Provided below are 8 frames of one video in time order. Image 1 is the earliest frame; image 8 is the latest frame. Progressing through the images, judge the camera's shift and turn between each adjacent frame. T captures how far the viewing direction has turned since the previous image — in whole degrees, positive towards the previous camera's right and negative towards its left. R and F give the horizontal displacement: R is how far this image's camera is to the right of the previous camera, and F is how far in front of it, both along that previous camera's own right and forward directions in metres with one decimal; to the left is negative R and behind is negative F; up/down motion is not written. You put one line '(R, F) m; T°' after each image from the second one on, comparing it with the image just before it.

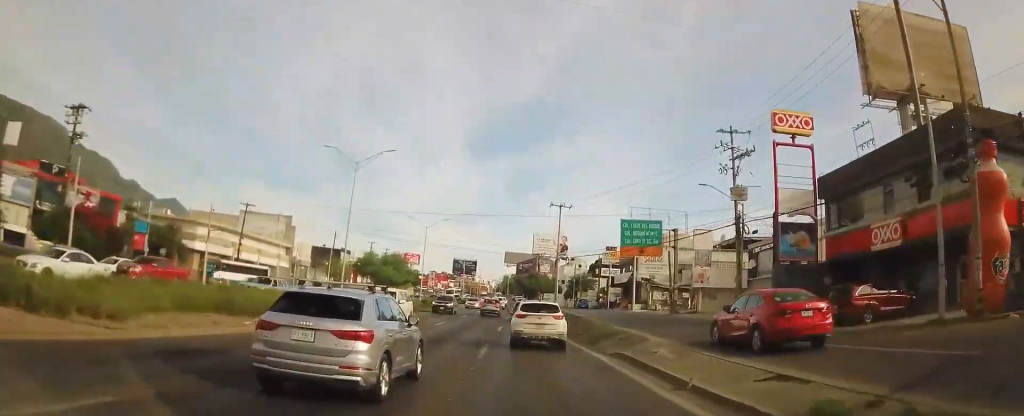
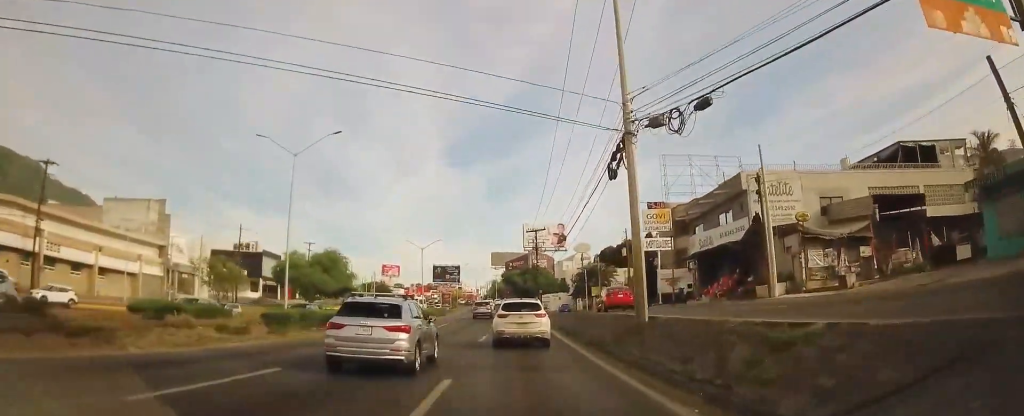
(-1.6, +39.0) m; -2°
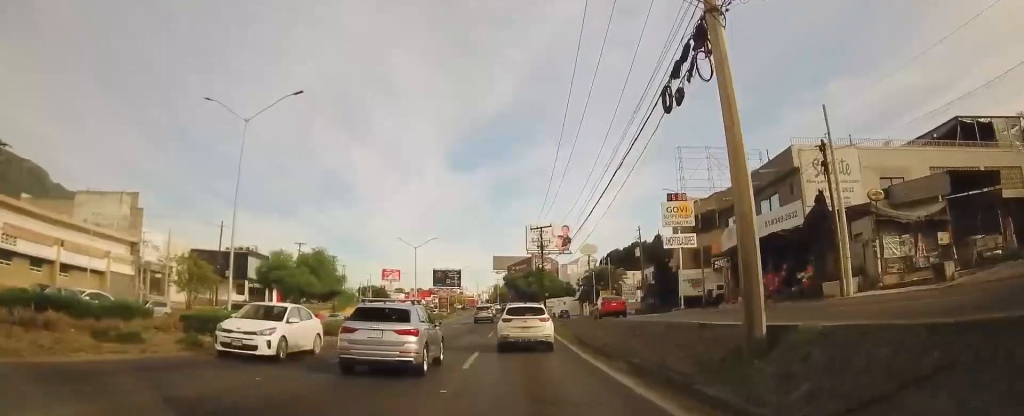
(+0.1, +6.9) m; 0°
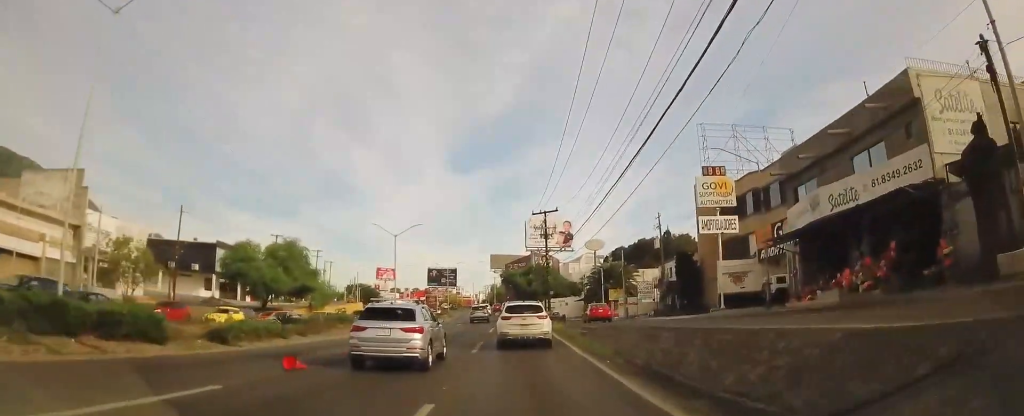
(+0.1, +10.6) m; +1°
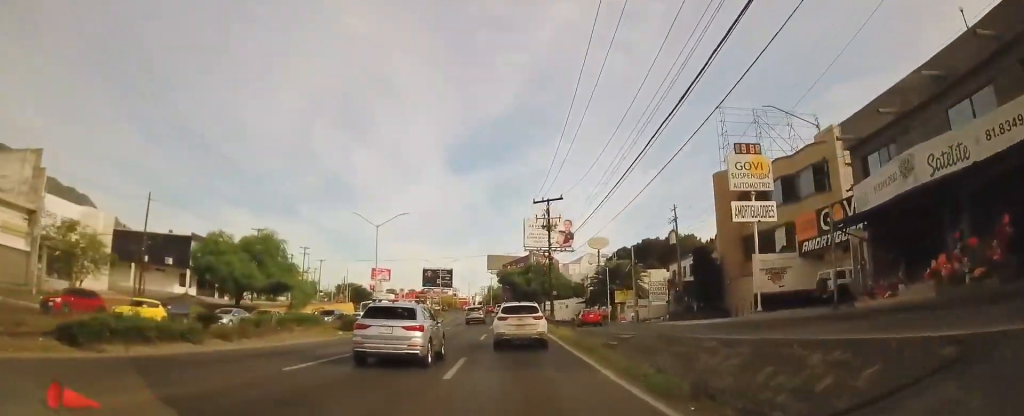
(0.0, +6.8) m; 0°
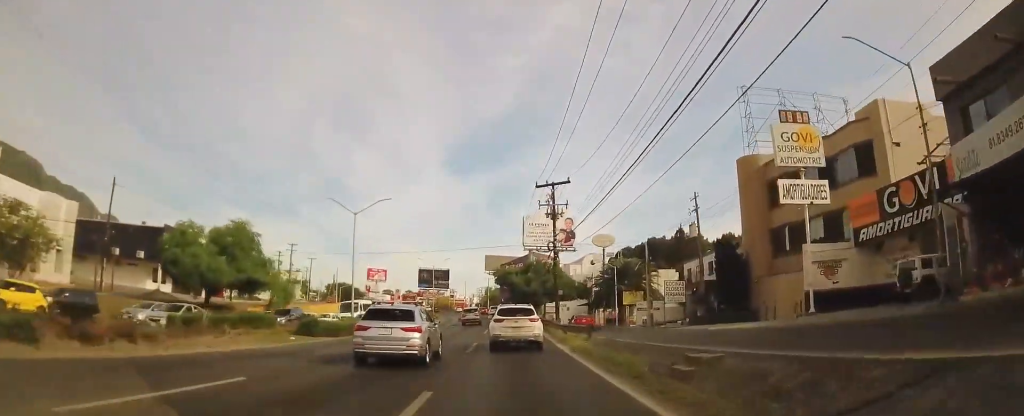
(0.0, +6.6) m; 0°
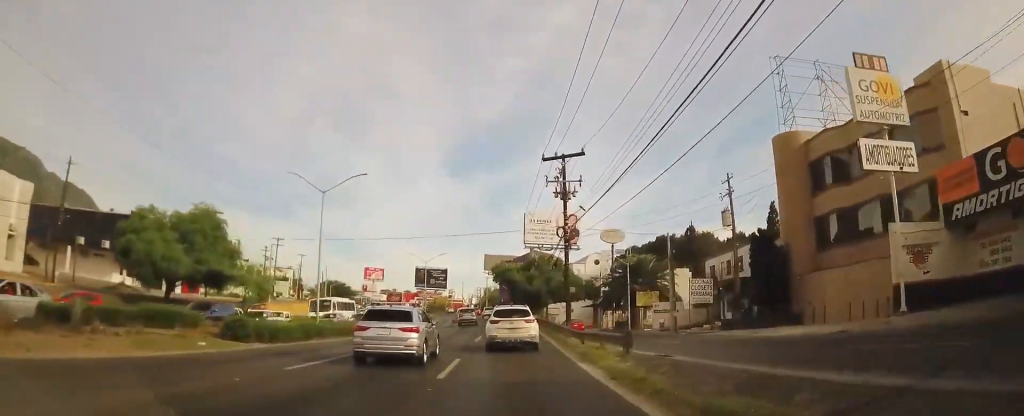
(0.0, +7.3) m; 0°
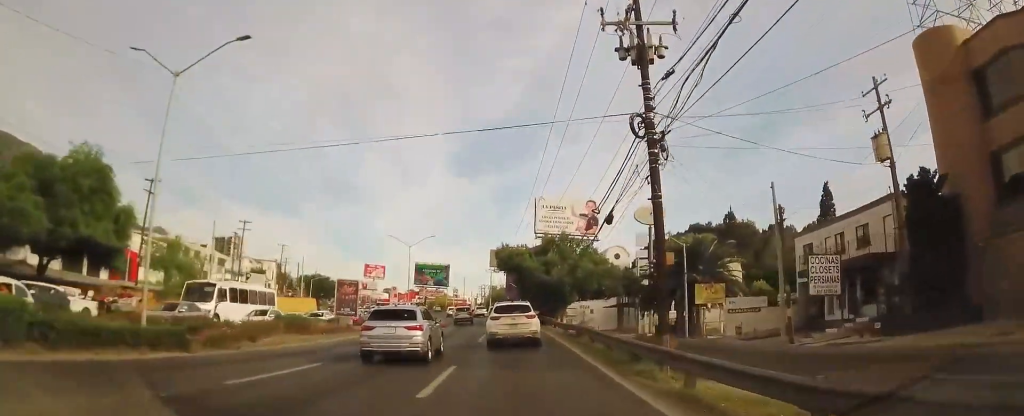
(0.0, +17.7) m; -1°
